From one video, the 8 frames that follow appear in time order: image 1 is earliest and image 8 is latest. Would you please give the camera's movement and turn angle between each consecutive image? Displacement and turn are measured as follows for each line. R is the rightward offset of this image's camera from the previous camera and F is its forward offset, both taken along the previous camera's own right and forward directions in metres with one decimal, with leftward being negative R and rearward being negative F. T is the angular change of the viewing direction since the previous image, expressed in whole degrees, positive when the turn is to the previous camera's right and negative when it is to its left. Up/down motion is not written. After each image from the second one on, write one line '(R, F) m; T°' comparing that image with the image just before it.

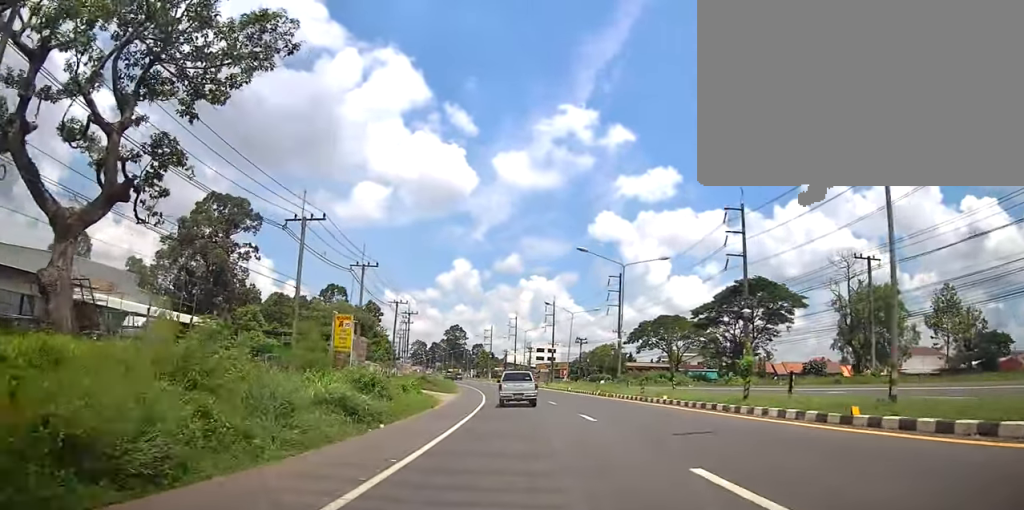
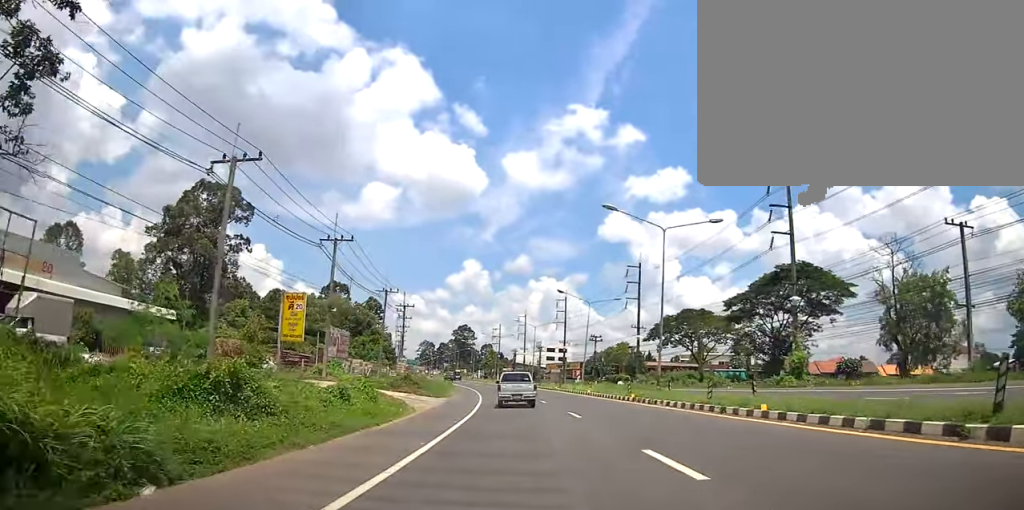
(0.0, +9.7) m; -2°
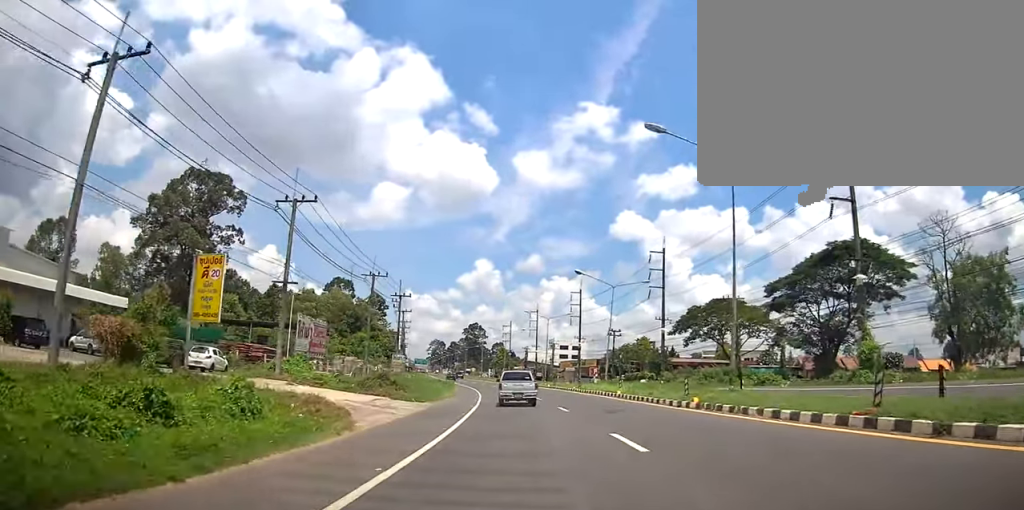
(-0.2, +9.3) m; -2°
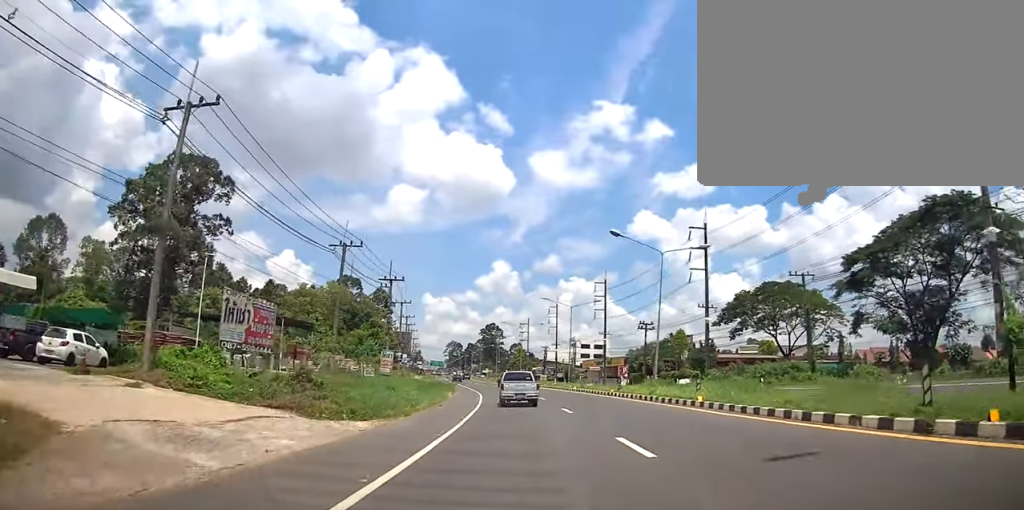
(-0.4, +12.8) m; -3°
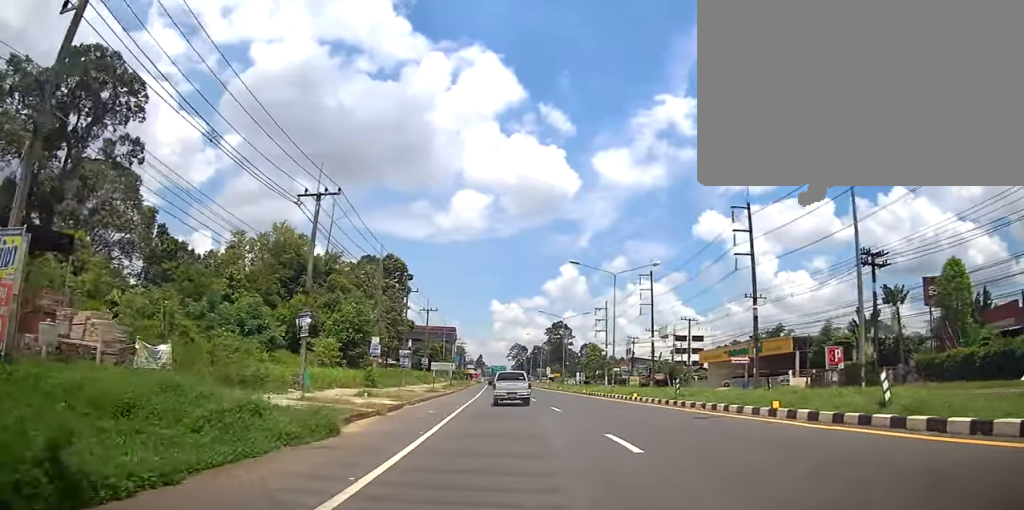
(-3.8, +47.2) m; -7°
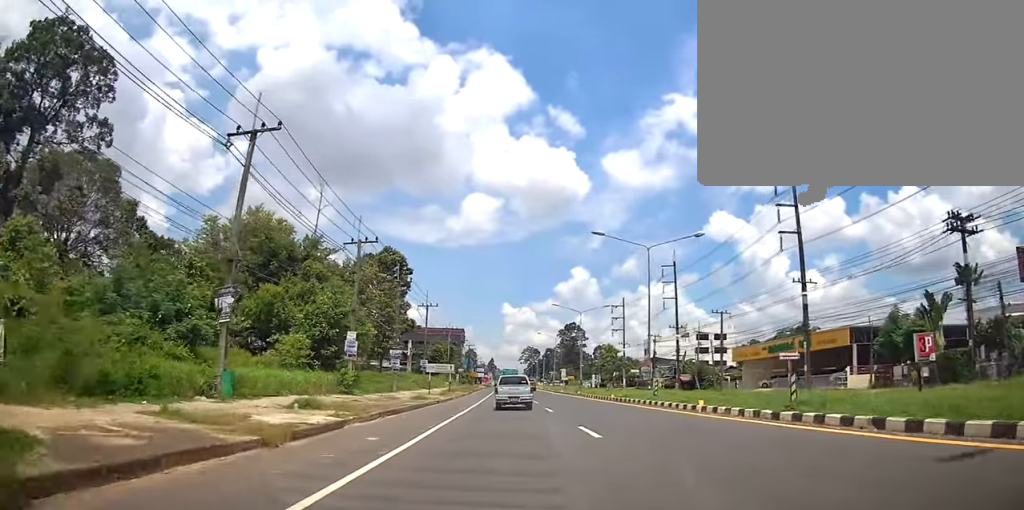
(+0.2, +8.8) m; 0°
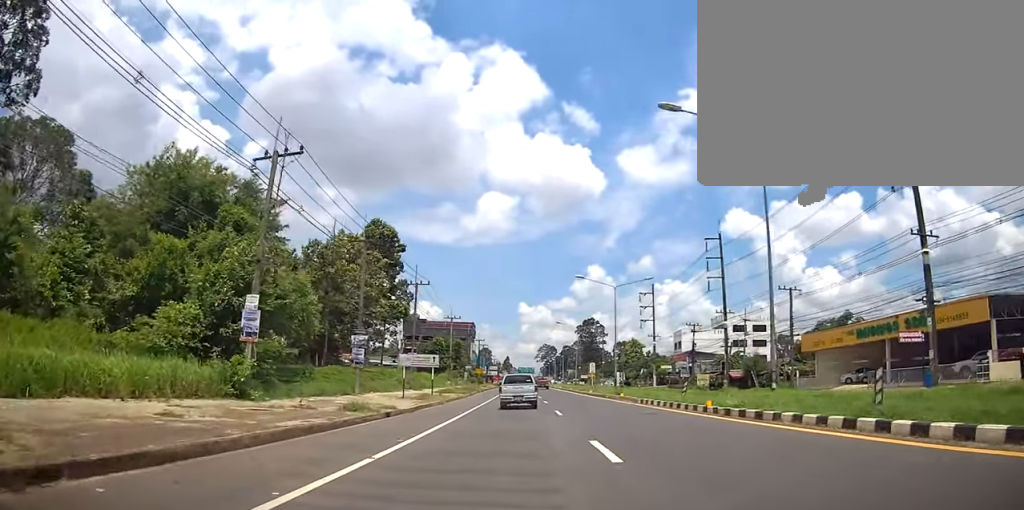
(-0.2, +15.2) m; -2°
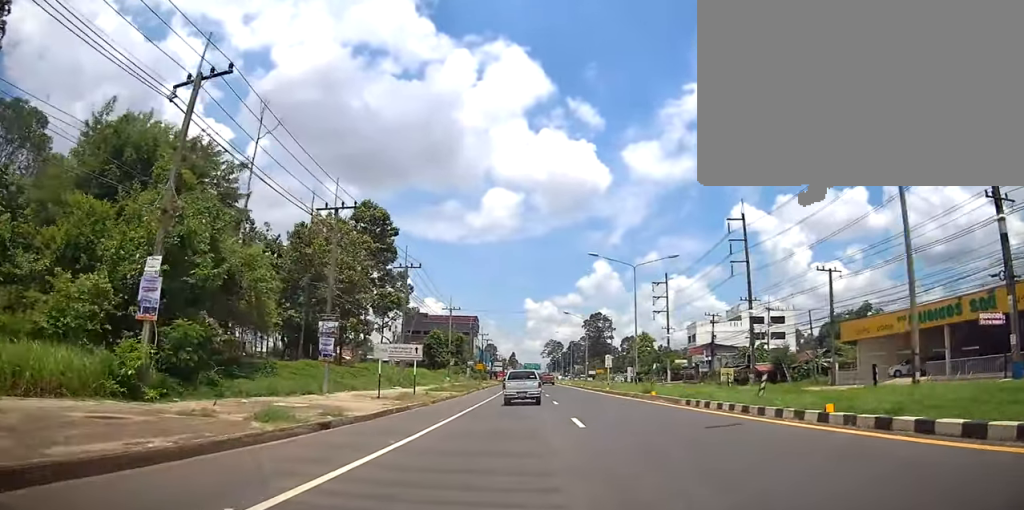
(0.0, +6.7) m; -1°
